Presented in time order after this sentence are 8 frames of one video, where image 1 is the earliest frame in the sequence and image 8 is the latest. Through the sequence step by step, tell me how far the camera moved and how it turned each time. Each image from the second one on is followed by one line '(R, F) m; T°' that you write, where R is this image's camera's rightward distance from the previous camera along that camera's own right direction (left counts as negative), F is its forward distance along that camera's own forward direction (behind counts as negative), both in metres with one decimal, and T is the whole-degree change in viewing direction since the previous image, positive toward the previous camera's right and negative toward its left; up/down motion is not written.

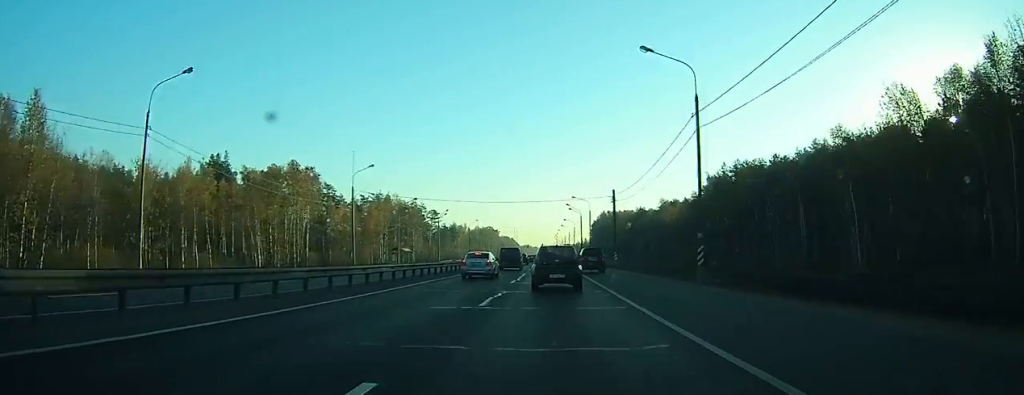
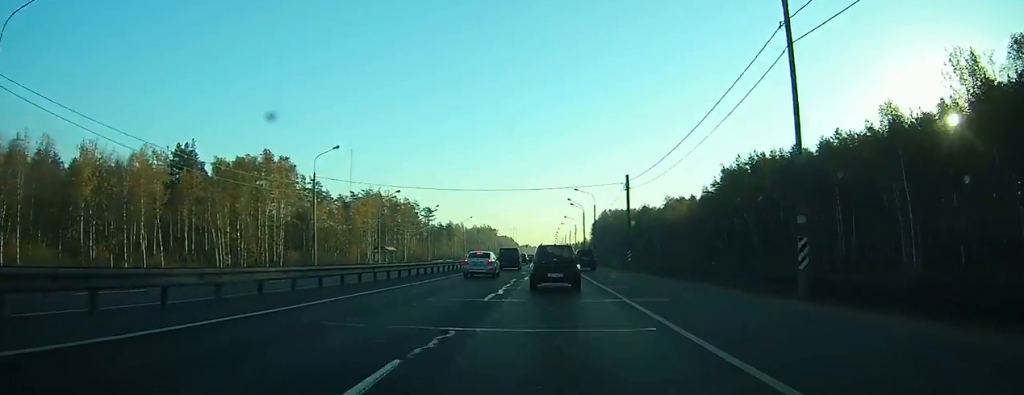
(0.0, +10.3) m; 0°
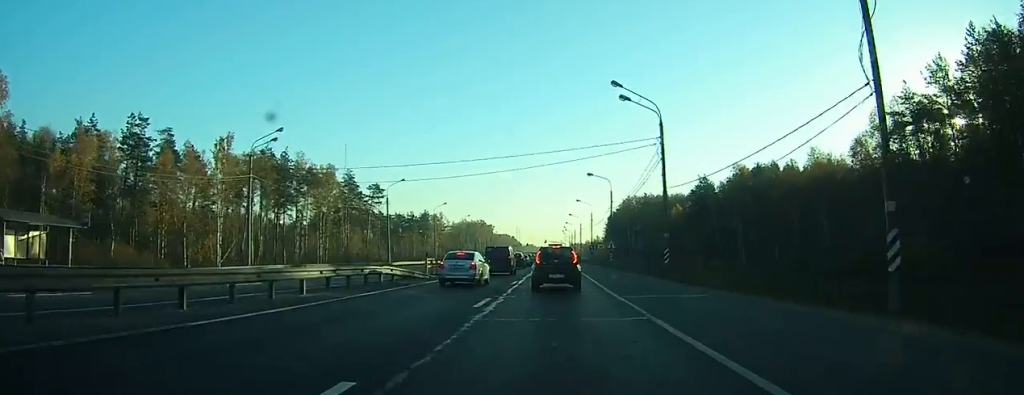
(-0.6, +72.1) m; 0°
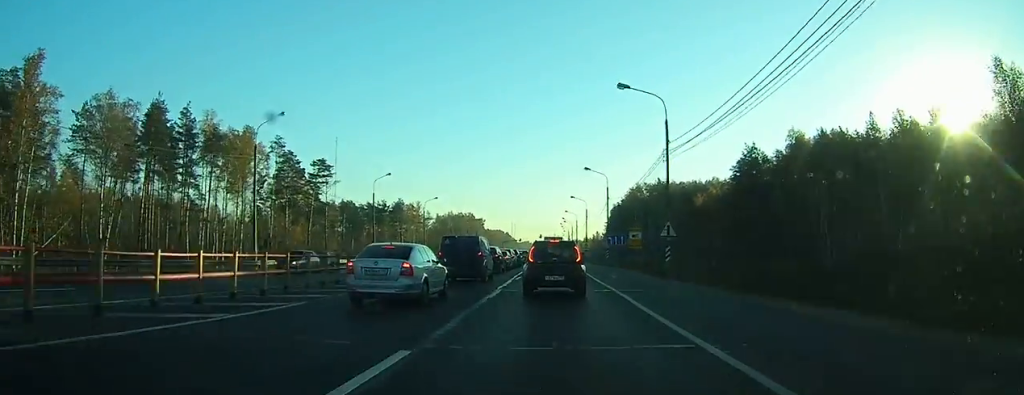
(+0.2, +35.9) m; 0°
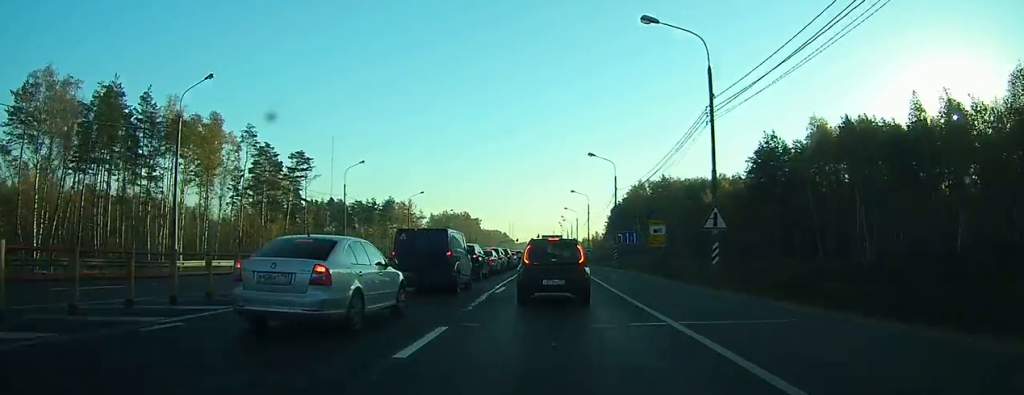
(-0.1, +9.6) m; -1°
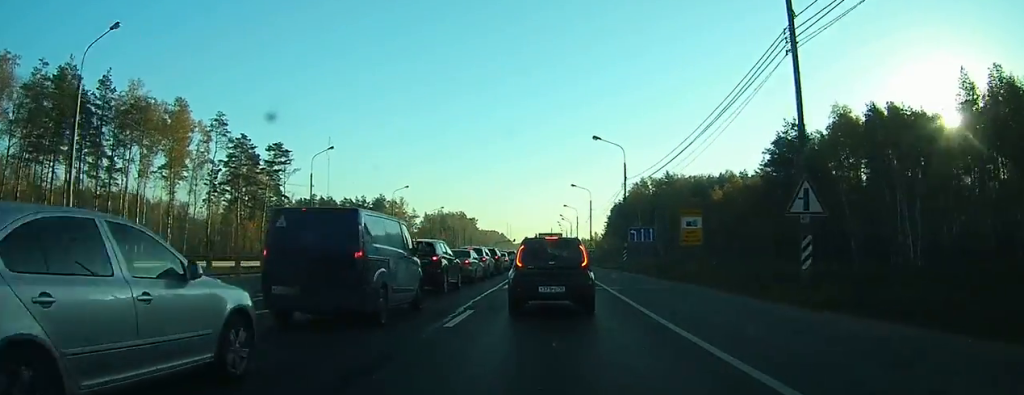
(0.0, +8.1) m; 0°
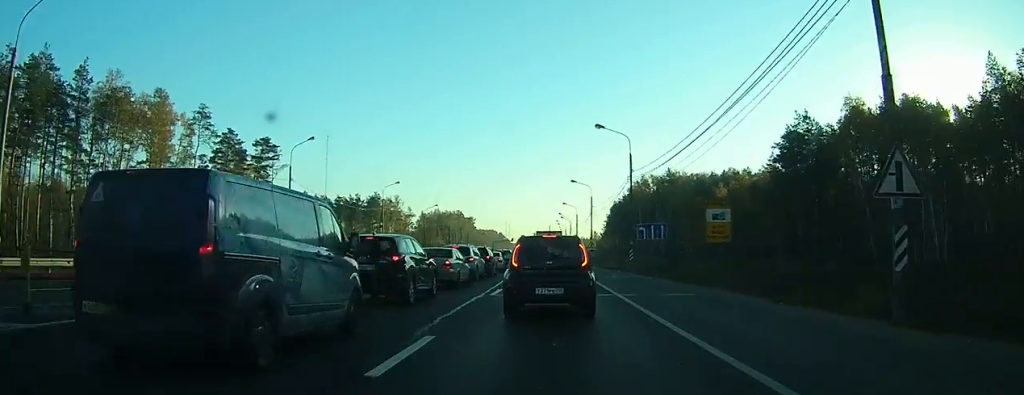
(0.0, +4.7) m; +1°
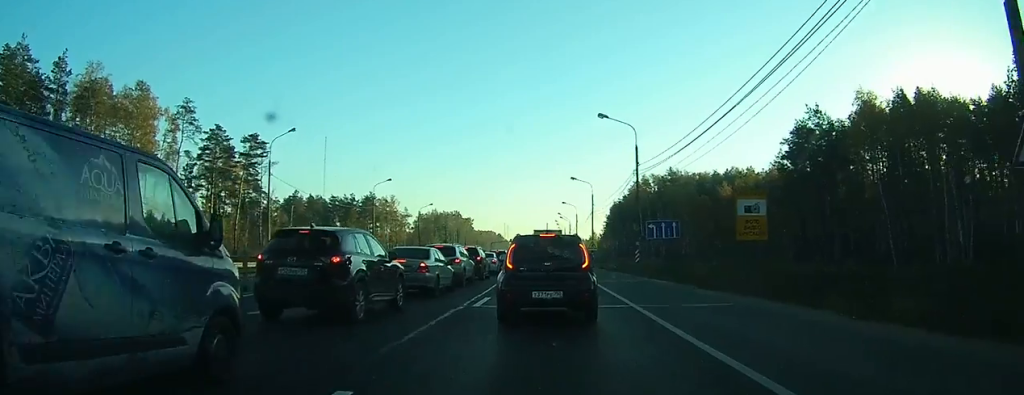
(+0.1, +3.4) m; +1°
